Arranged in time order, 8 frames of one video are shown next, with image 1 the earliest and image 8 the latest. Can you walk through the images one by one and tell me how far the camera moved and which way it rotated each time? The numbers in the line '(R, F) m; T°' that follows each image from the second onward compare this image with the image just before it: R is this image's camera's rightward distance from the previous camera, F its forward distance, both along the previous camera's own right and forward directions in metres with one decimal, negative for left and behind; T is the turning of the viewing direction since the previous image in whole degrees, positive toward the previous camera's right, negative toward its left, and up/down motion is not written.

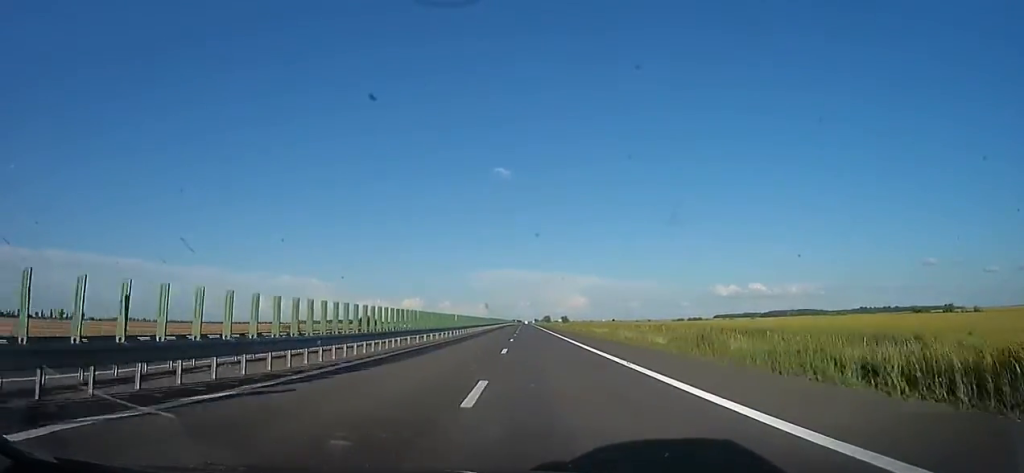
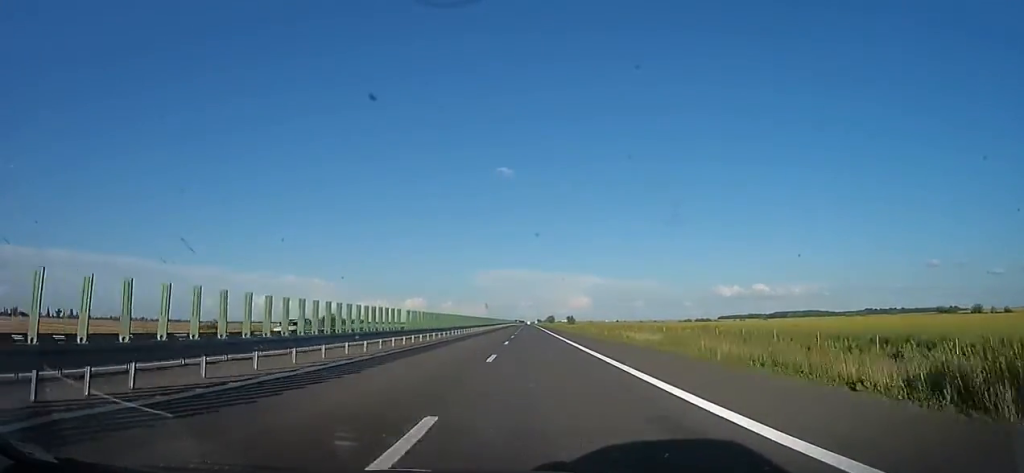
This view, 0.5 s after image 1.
(+0.7, +16.1) m; +1°
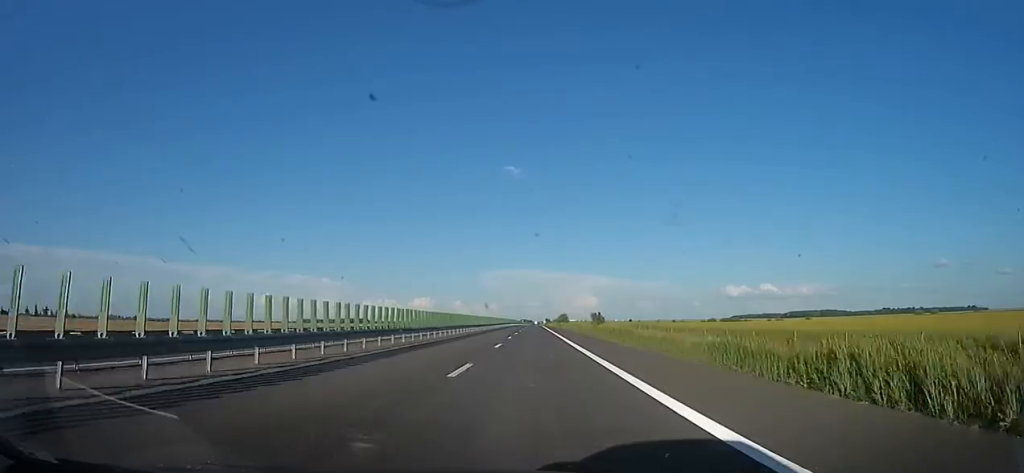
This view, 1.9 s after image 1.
(+1.2, +53.1) m; -1°
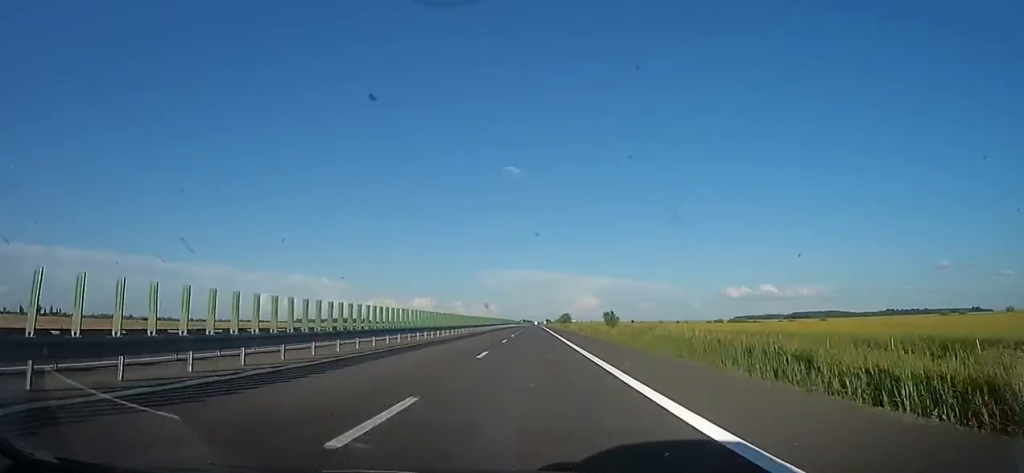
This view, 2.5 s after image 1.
(-0.7, +18.6) m; -1°
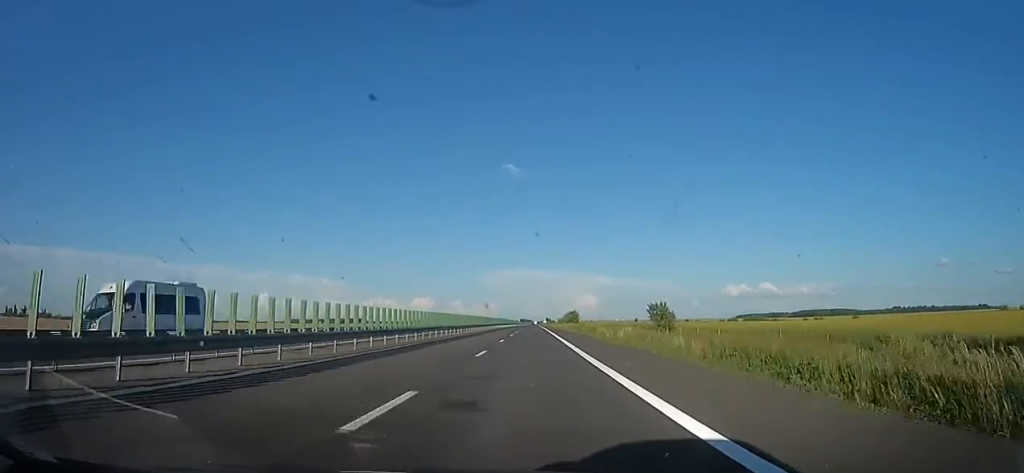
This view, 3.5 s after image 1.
(-0.8, +35.9) m; 0°
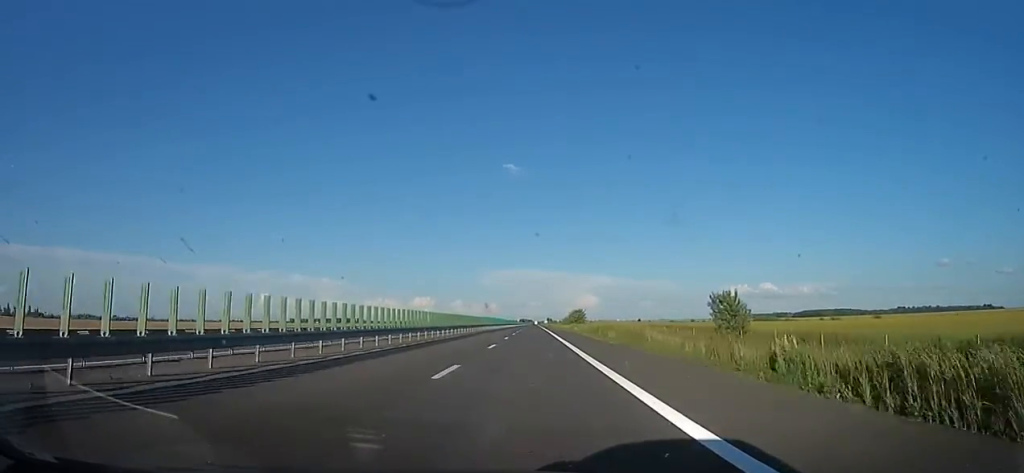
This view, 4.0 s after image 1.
(-0.4, +19.1) m; +1°
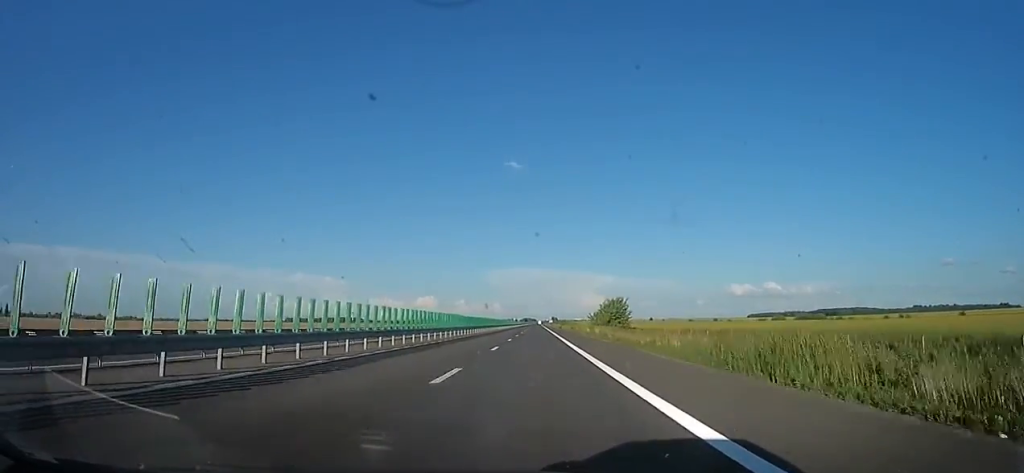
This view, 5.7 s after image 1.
(+0.5, +61.3) m; 0°
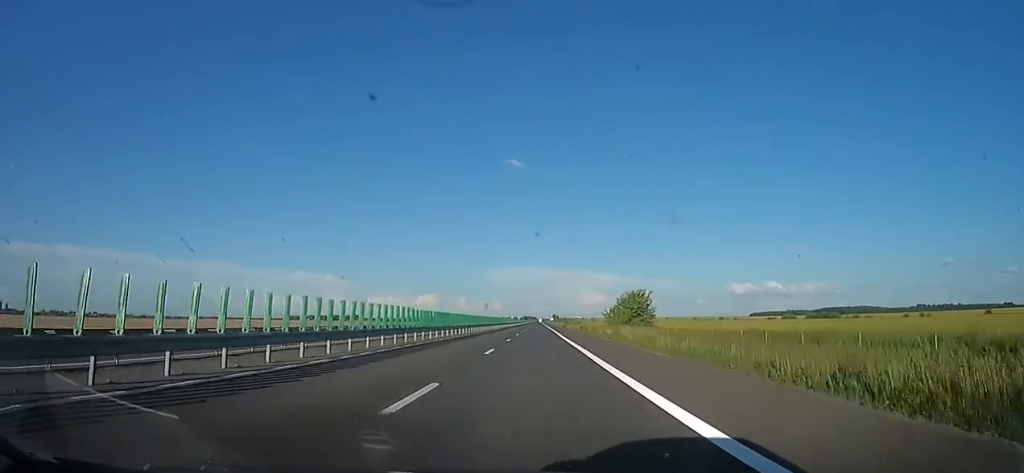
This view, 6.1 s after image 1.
(-0.2, +15.5) m; 0°
